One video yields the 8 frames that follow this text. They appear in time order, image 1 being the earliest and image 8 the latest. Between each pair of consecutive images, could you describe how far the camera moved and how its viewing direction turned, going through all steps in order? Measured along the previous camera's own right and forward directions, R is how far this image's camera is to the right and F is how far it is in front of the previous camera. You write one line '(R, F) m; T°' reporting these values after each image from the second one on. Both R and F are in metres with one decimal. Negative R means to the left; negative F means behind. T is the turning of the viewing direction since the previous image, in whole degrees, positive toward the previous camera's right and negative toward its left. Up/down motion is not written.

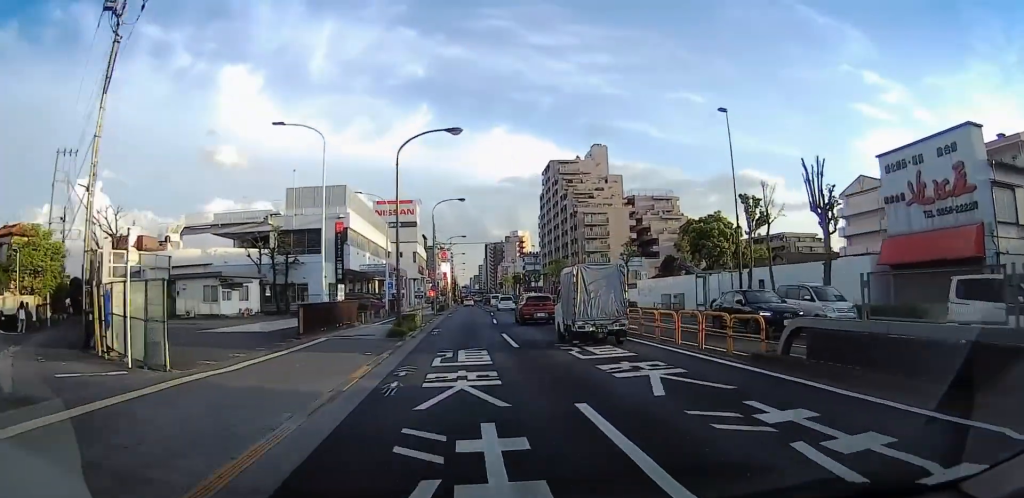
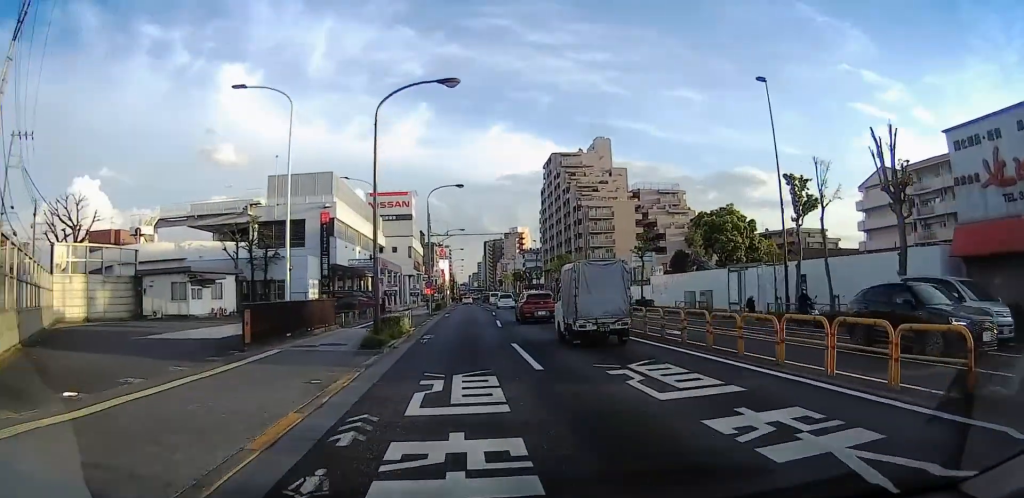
(0.0, +5.4) m; +1°
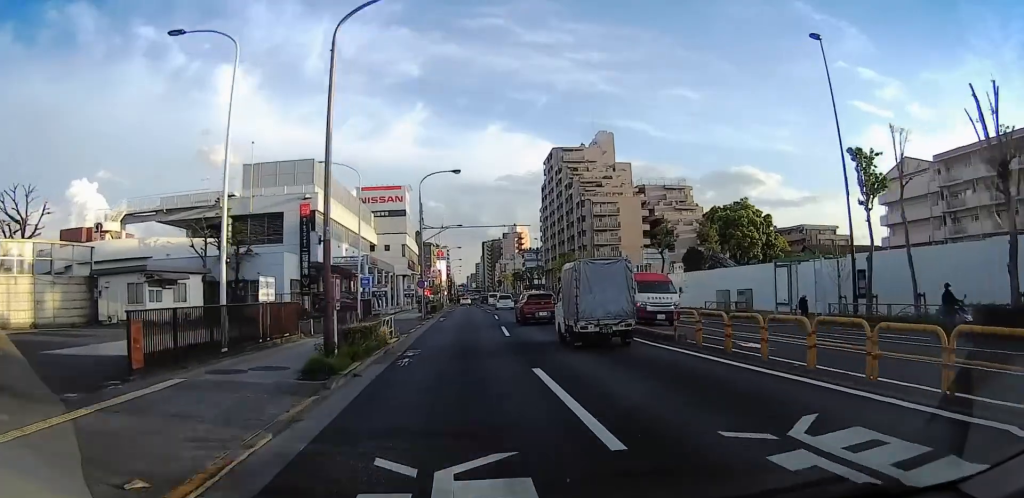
(-0.1, +5.9) m; +1°
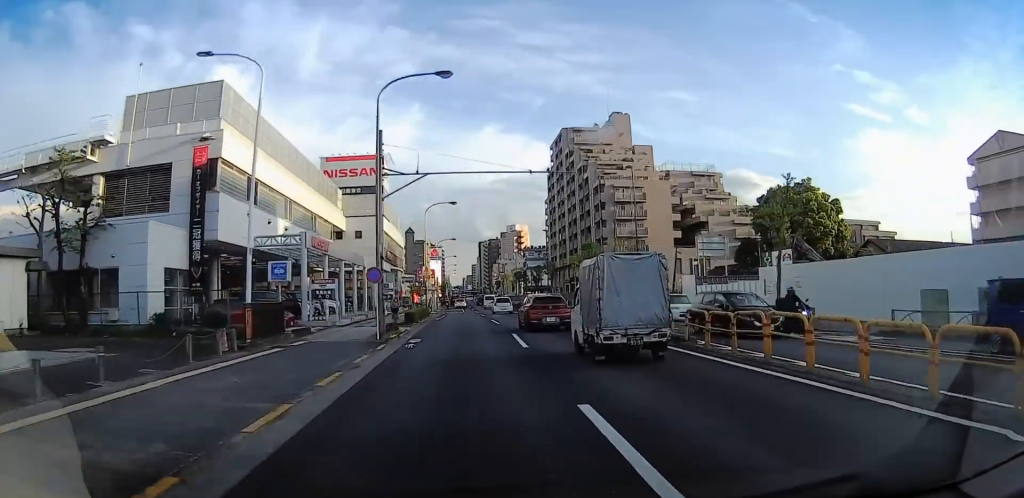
(+0.5, +18.4) m; +2°
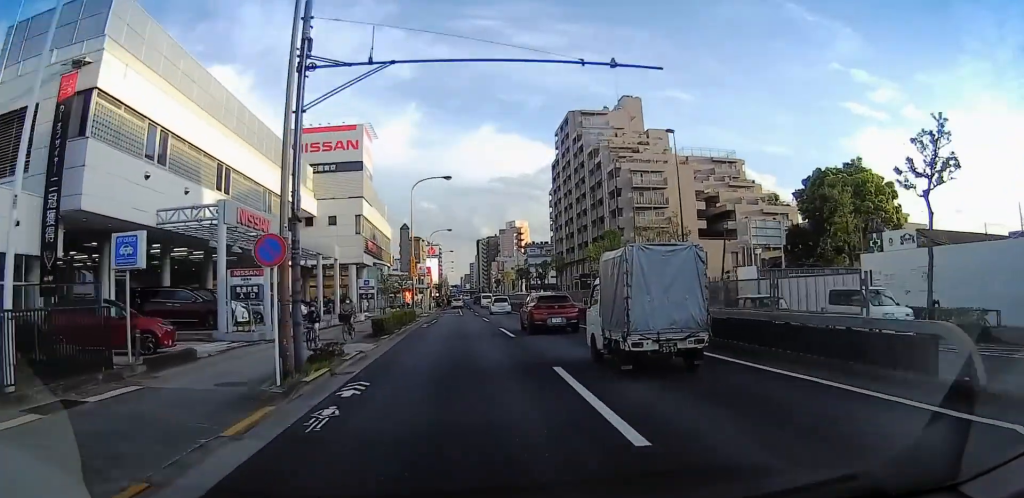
(0.0, +11.3) m; 0°
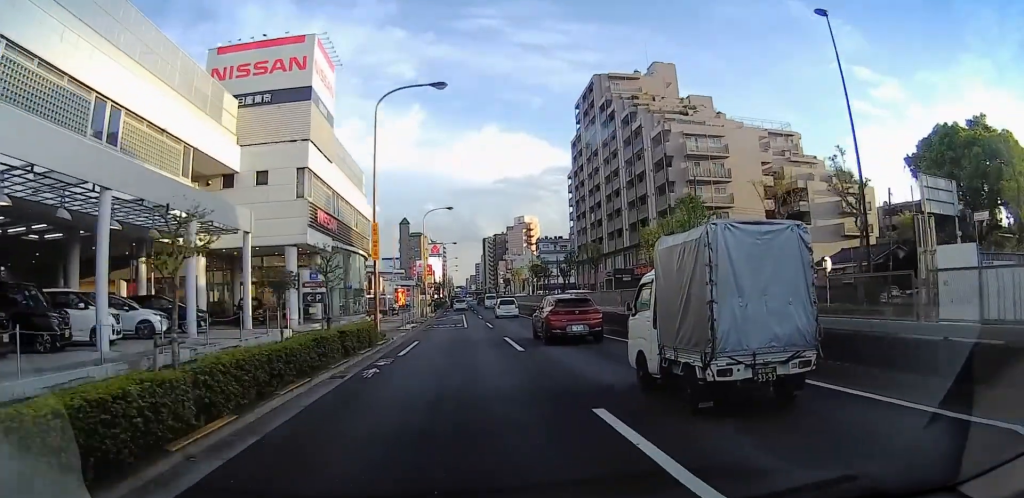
(0.0, +19.7) m; 0°
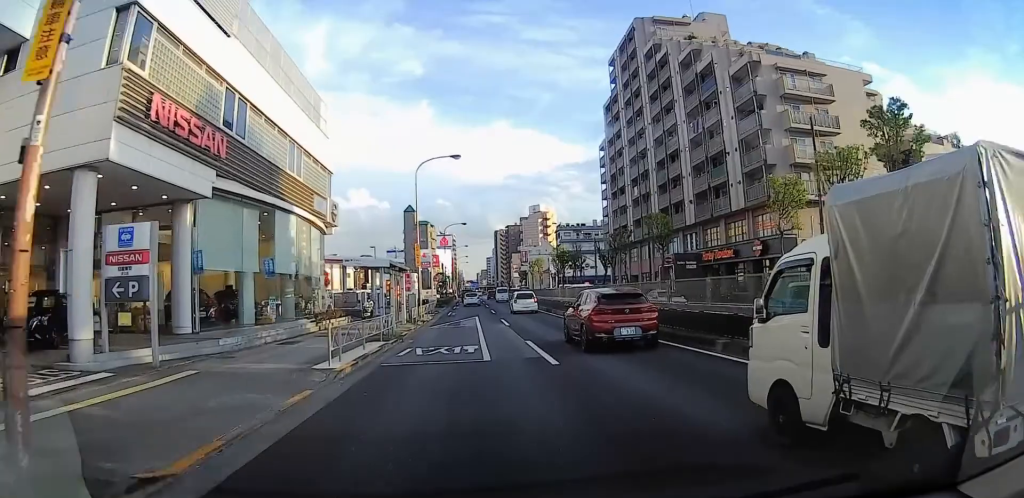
(0.0, +19.3) m; -2°
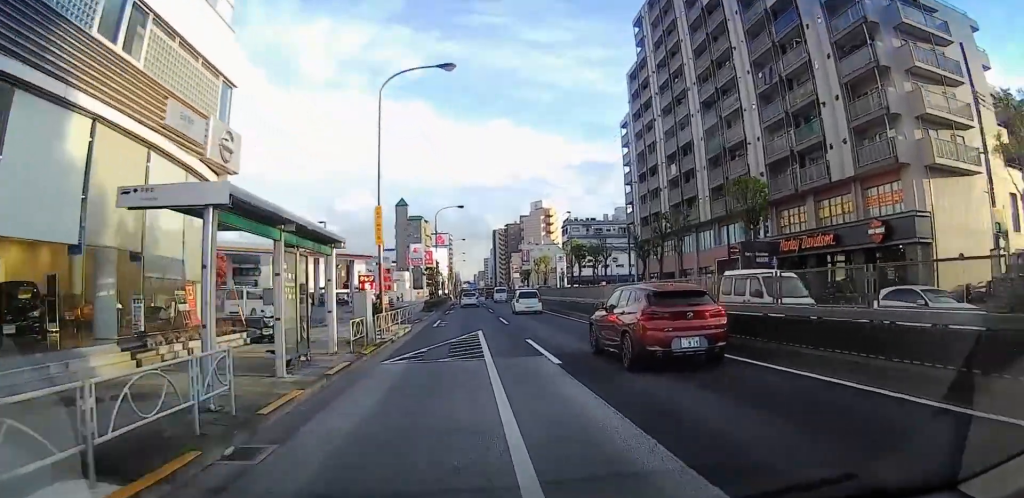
(-0.4, +14.4) m; -2°
